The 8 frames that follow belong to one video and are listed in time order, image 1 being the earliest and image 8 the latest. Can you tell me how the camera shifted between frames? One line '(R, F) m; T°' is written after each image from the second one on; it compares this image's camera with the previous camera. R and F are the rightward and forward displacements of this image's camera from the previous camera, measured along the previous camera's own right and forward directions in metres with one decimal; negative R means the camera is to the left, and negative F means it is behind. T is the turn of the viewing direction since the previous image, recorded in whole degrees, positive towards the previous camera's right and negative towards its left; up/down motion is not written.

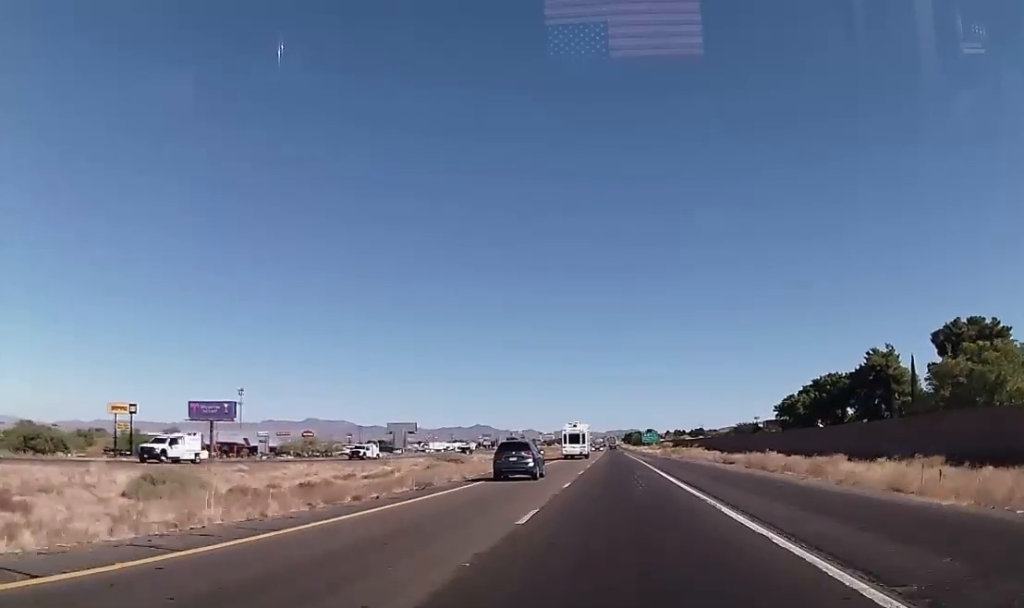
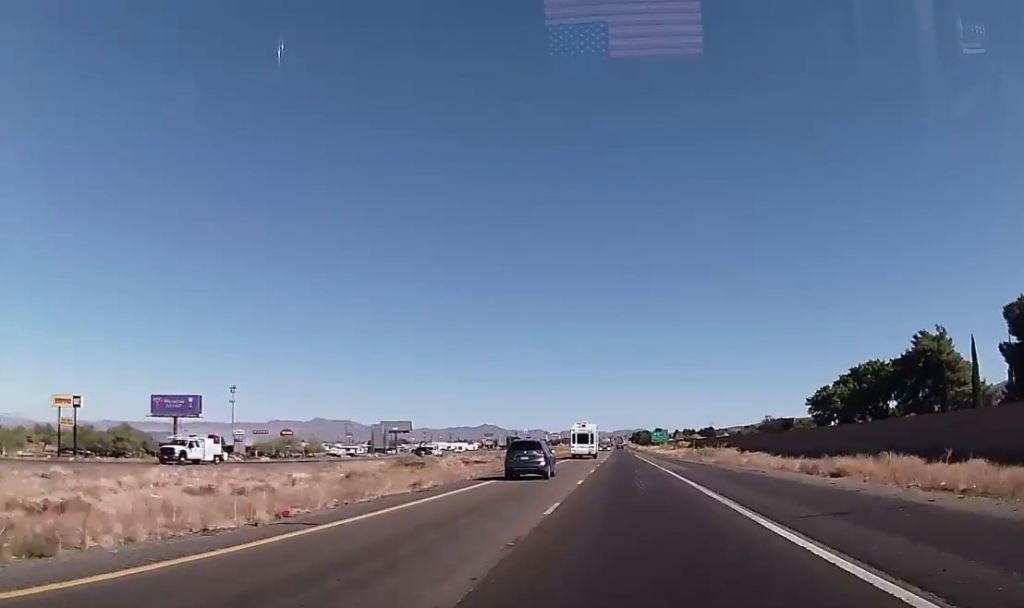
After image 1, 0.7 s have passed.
(-0.1, +22.5) m; 0°
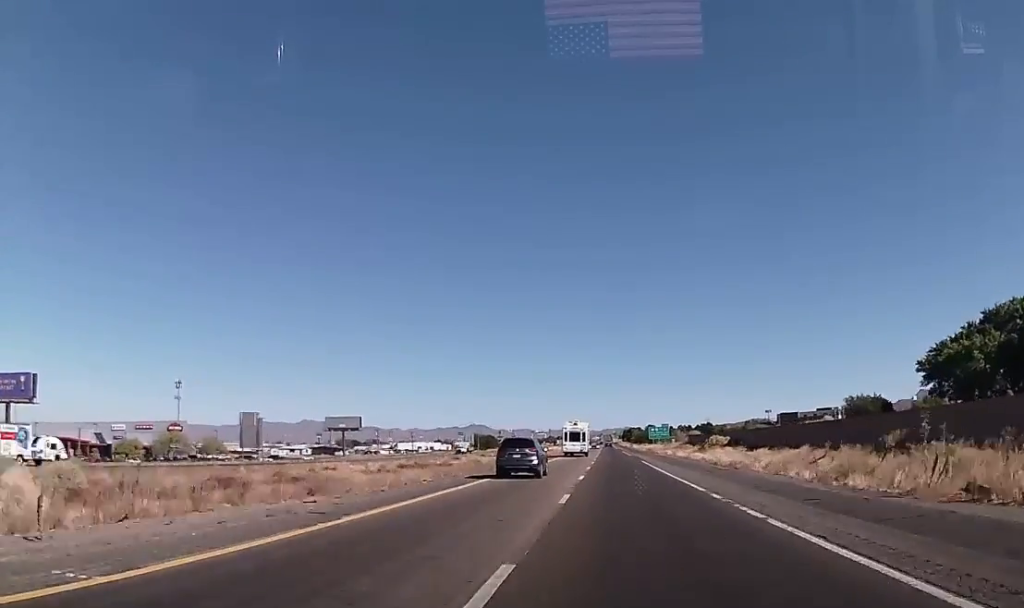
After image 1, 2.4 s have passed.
(+0.1, +58.4) m; +1°
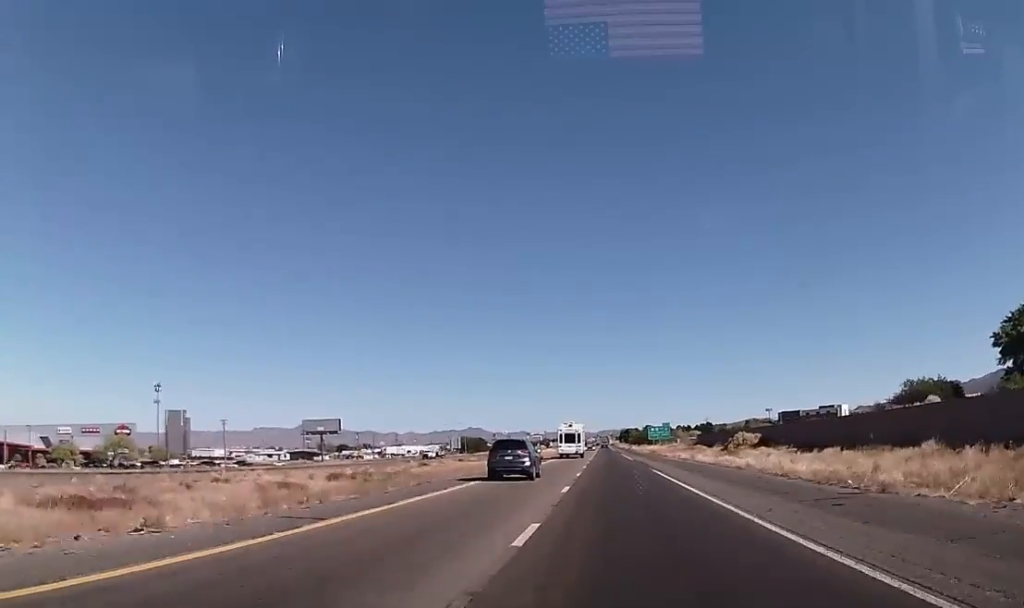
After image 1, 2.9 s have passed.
(+0.2, +19.9) m; 0°
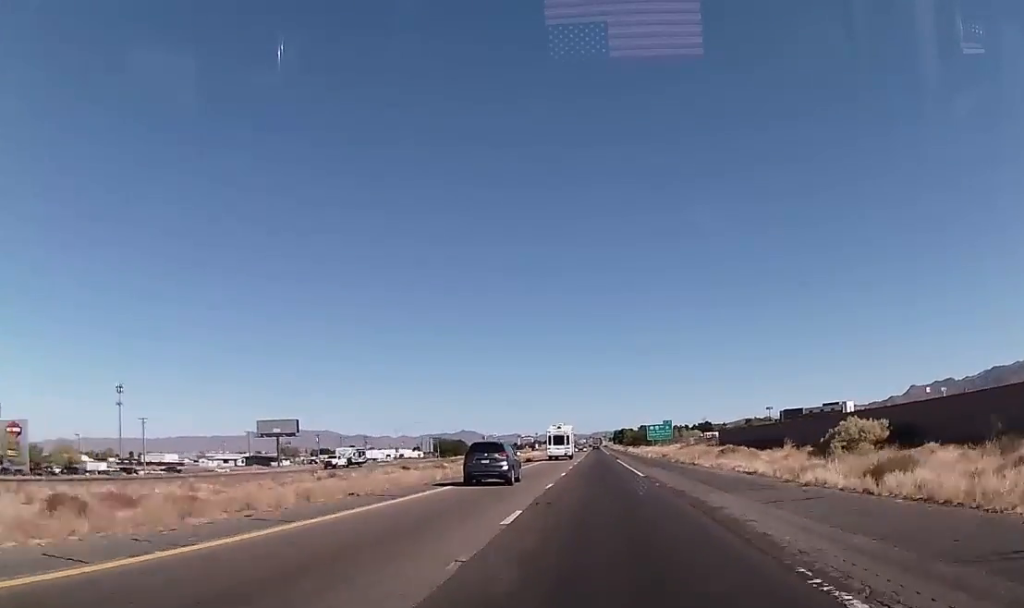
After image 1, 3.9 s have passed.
(+0.1, +33.3) m; 0°
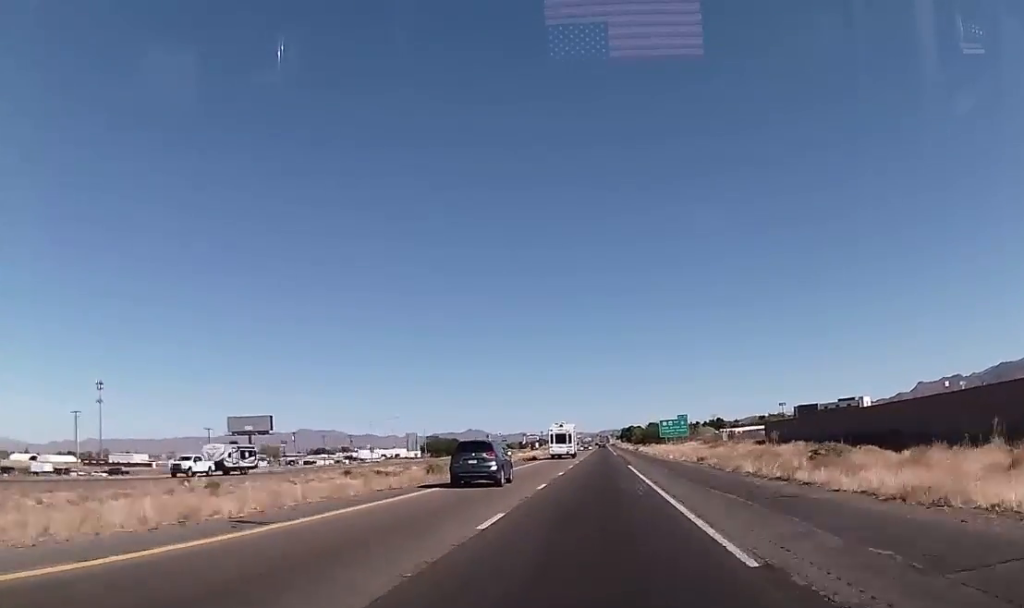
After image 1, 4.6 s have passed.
(+0.1, +25.3) m; 0°
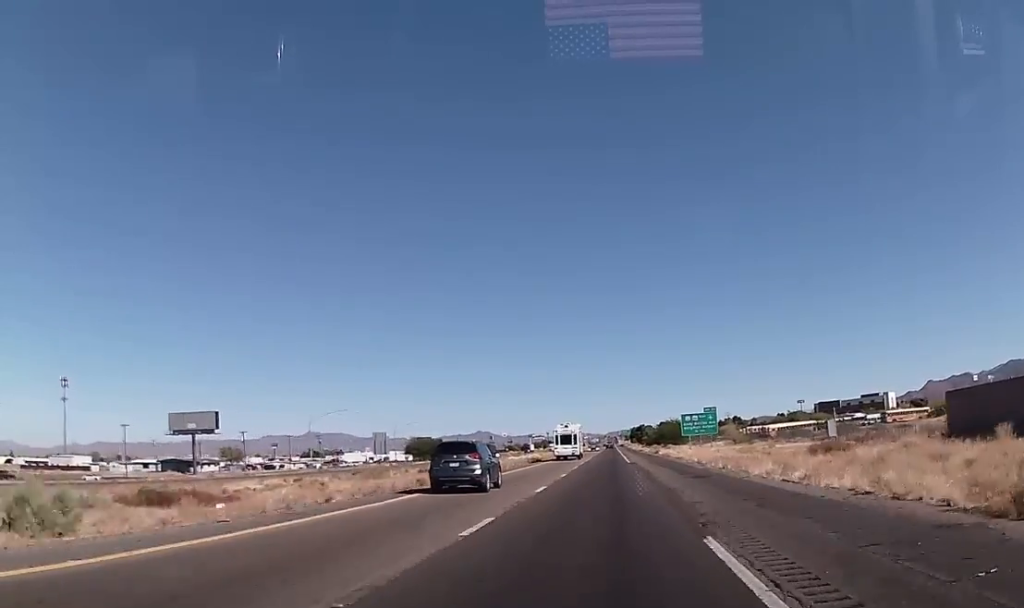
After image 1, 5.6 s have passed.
(+0.1, +39.1) m; 0°
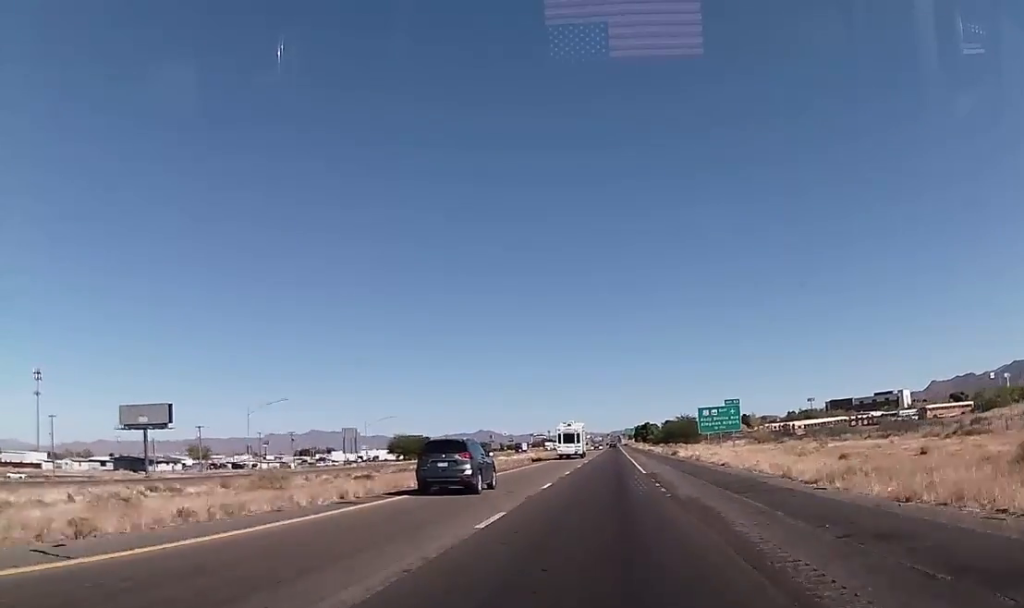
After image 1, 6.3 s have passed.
(-0.1, +23.4) m; 0°
